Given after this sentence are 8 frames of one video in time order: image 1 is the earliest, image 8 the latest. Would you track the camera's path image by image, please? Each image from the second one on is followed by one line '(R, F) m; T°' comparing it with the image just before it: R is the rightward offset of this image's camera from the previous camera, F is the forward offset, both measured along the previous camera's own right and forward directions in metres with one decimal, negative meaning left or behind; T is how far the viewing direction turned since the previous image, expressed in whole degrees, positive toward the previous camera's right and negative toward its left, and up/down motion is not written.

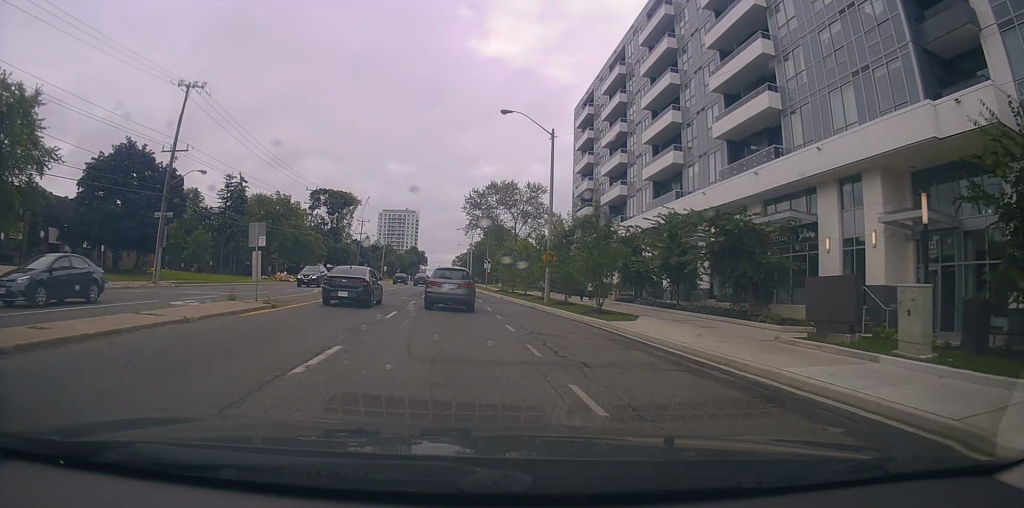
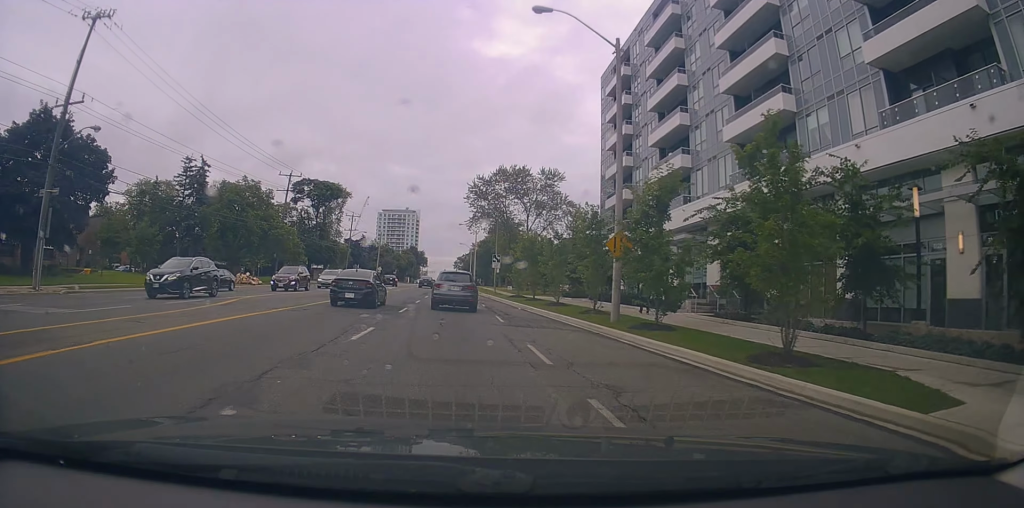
(+0.3, +14.6) m; +2°
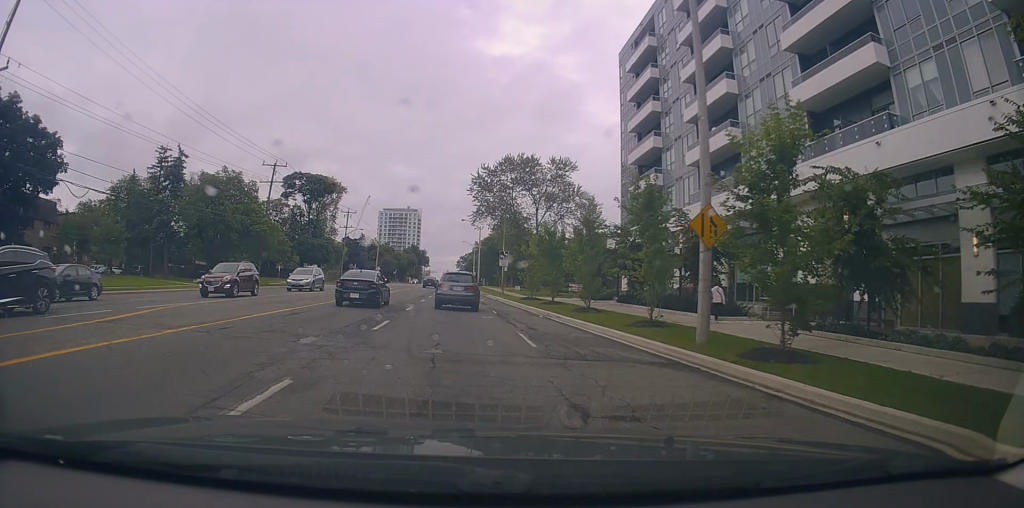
(0.0, +7.3) m; -1°
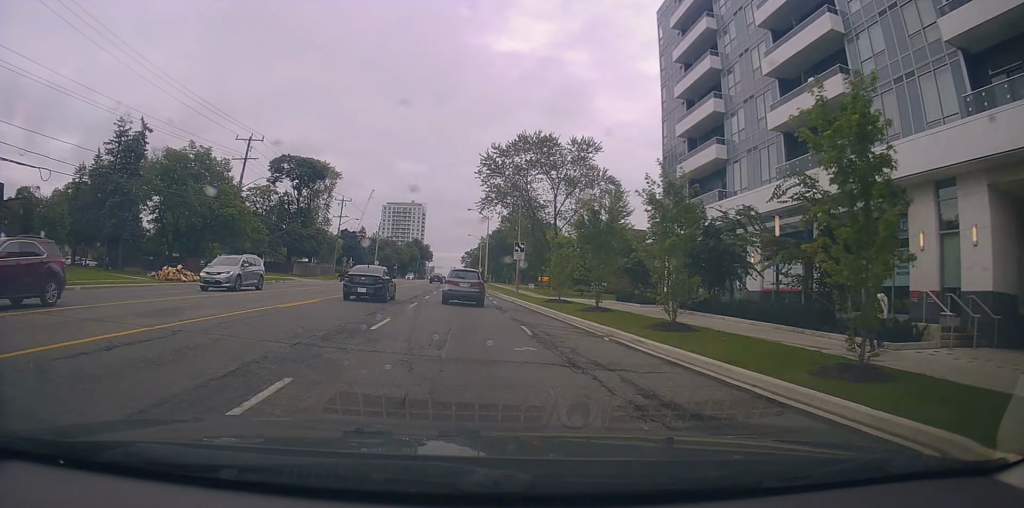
(-0.2, +10.3) m; -1°
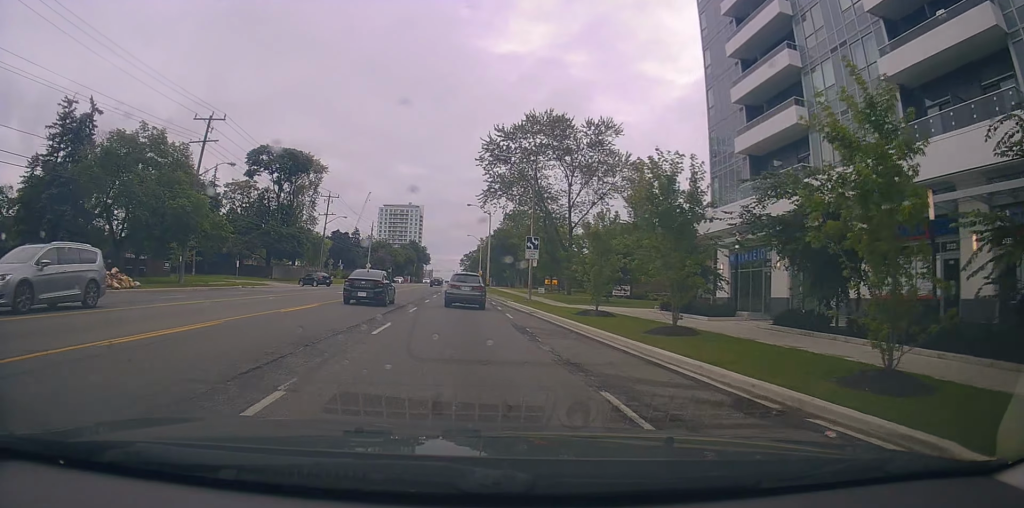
(-0.2, +9.3) m; +1°
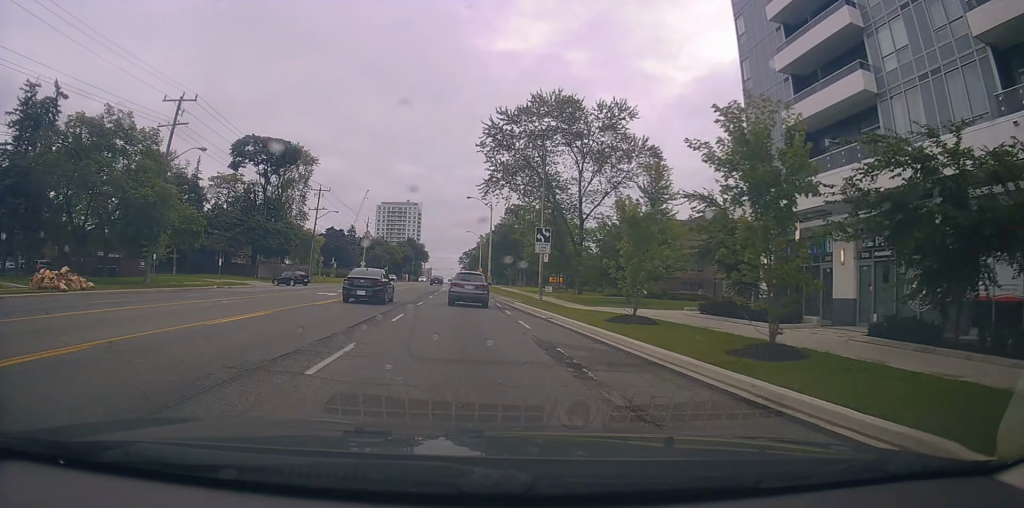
(+0.2, +5.4) m; +1°
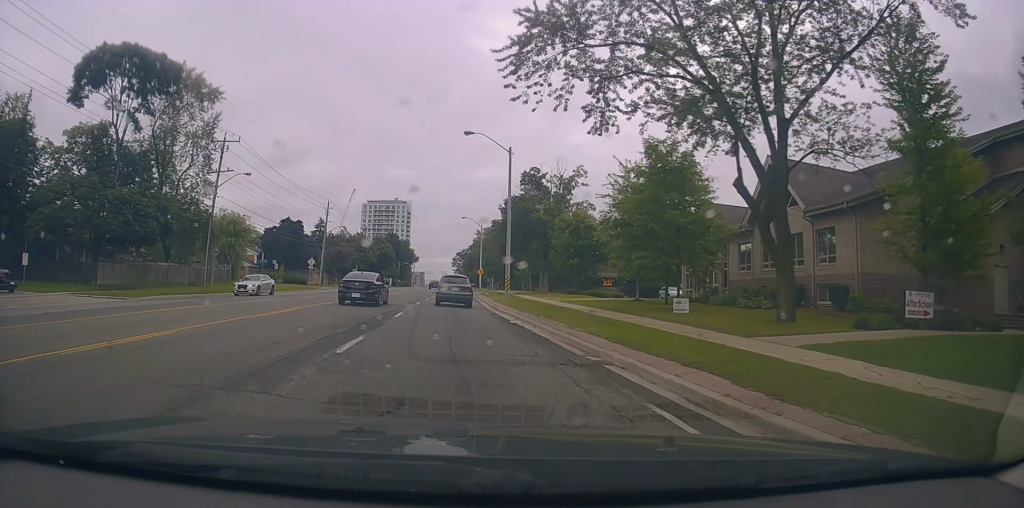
(-0.6, +33.6) m; -2°
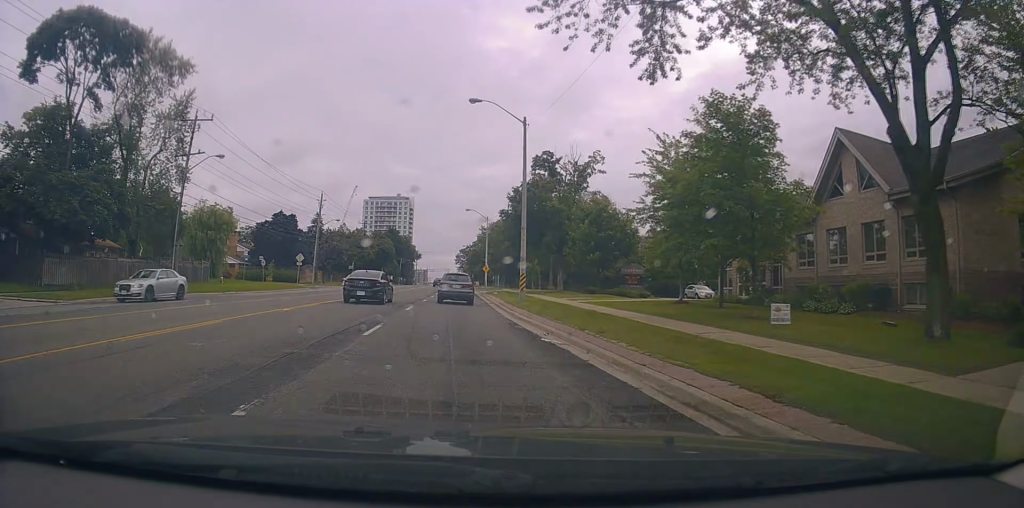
(+0.5, +6.9) m; -1°
